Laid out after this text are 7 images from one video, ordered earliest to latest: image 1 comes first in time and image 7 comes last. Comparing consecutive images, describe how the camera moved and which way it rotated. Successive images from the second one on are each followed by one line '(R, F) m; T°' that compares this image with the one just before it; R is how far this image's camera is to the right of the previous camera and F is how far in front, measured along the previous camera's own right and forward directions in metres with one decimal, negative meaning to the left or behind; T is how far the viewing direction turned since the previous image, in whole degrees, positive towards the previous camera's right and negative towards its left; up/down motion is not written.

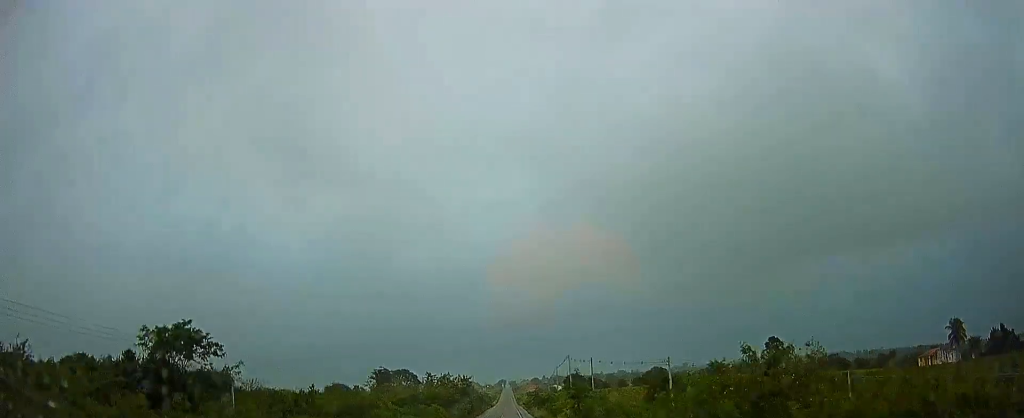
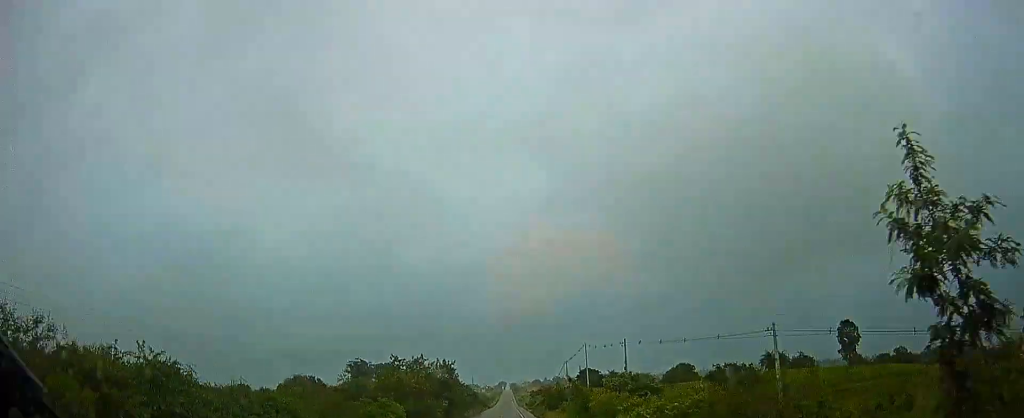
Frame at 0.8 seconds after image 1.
(-0.1, +30.1) m; 0°
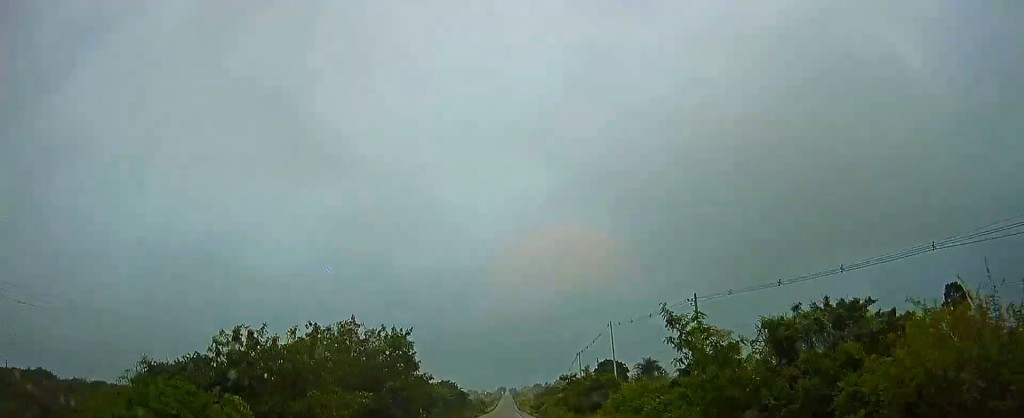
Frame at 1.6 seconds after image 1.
(+0.3, +30.3) m; +1°
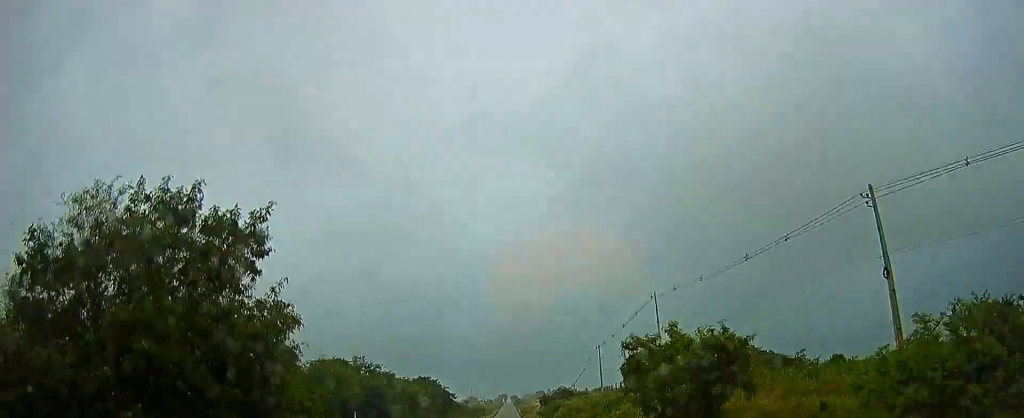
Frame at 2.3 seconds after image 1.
(0.0, +25.4) m; 0°
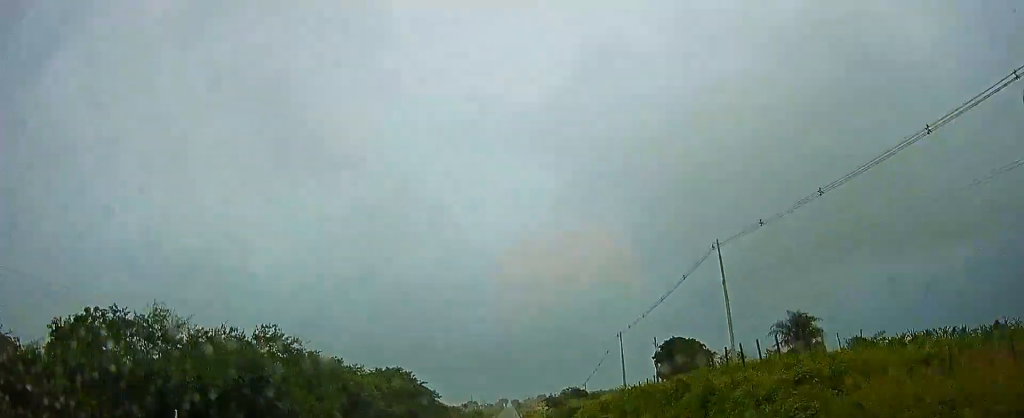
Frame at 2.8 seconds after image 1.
(0.0, +19.2) m; 0°
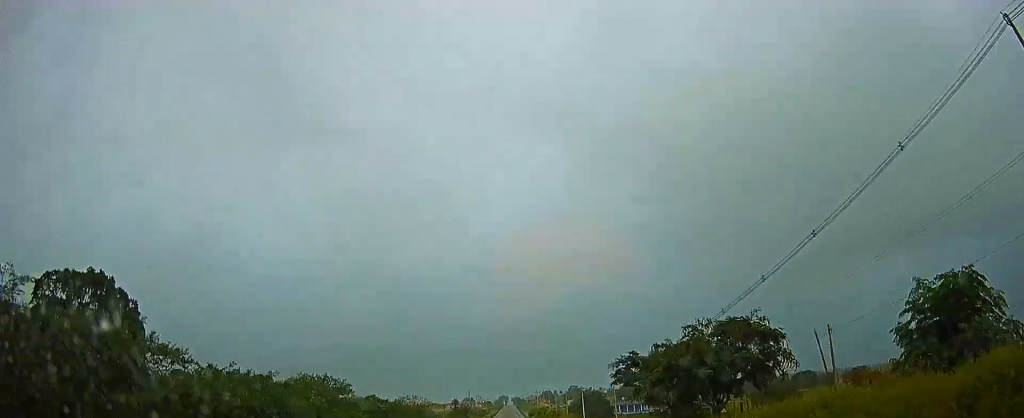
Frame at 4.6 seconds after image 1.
(0.0, +71.1) m; 0°
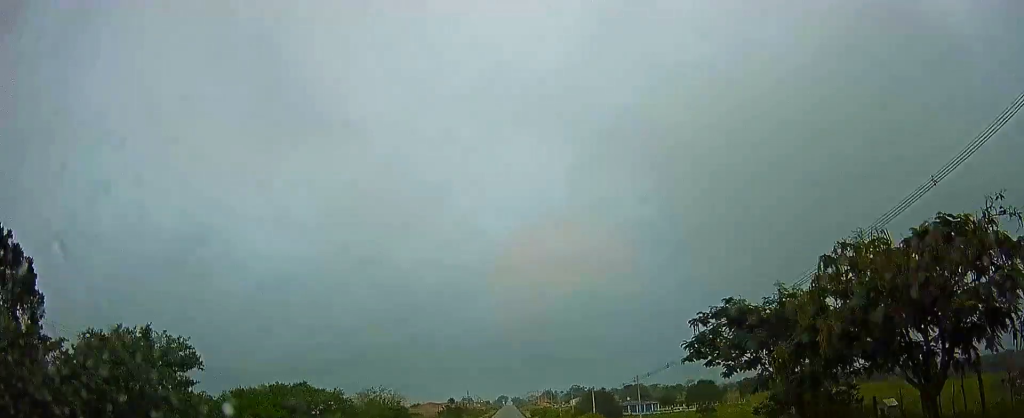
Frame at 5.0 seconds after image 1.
(0.0, +16.8) m; 0°
